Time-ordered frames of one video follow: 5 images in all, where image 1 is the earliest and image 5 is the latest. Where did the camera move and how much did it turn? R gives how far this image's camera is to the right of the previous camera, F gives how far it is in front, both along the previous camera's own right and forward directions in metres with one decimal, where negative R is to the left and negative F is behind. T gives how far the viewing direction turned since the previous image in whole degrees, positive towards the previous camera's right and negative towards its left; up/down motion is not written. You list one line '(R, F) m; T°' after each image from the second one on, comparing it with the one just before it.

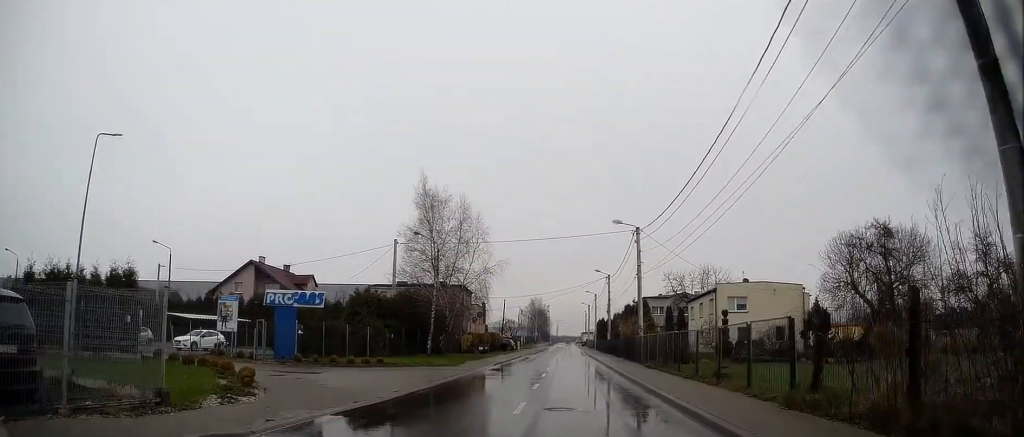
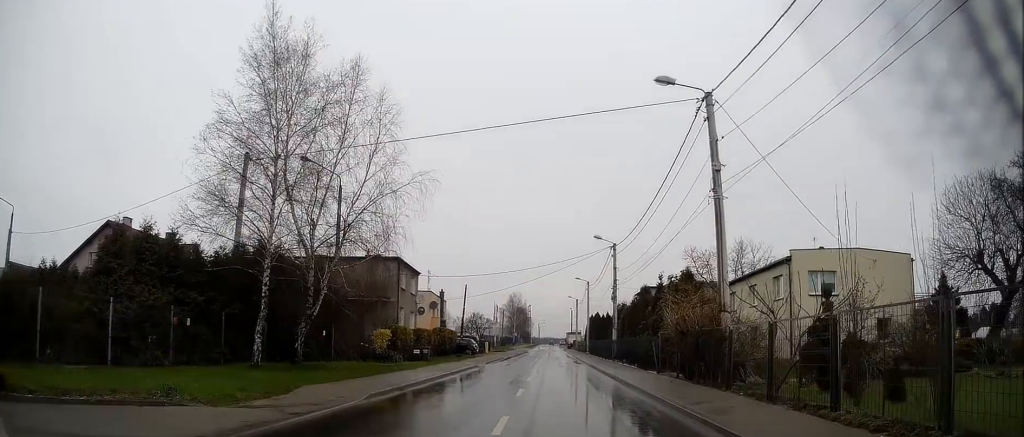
(0.0, +21.4) m; +1°
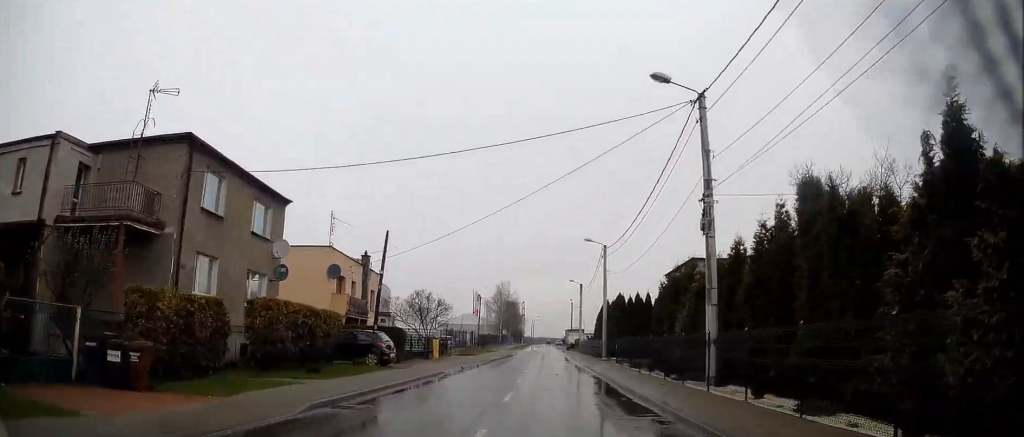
(+0.4, +26.9) m; +1°
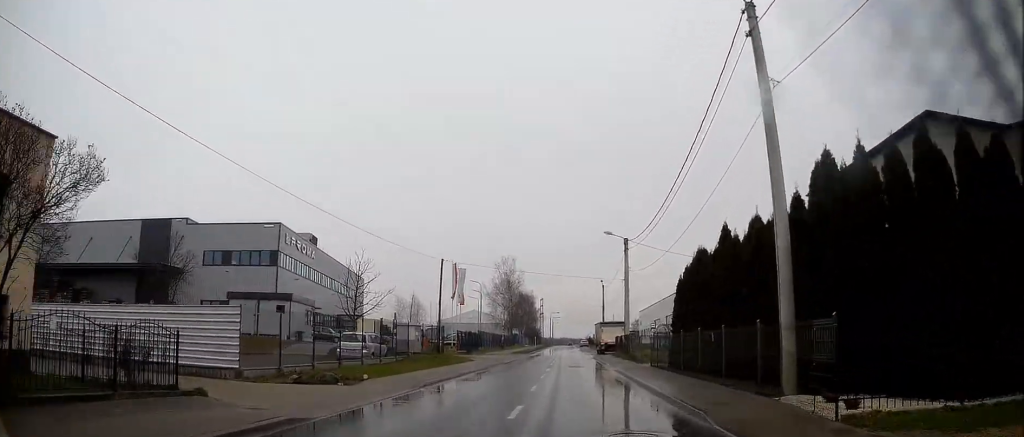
(-0.1, +33.9) m; -1°
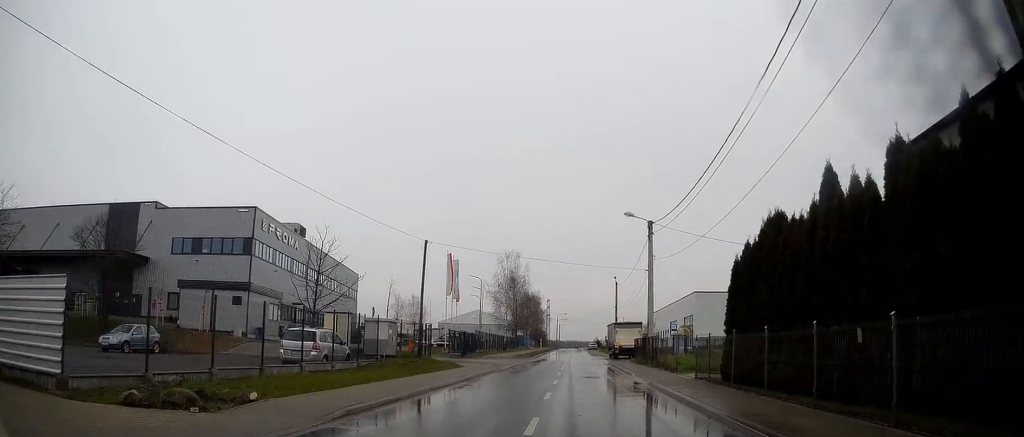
(-0.1, +7.5) m; 0°
